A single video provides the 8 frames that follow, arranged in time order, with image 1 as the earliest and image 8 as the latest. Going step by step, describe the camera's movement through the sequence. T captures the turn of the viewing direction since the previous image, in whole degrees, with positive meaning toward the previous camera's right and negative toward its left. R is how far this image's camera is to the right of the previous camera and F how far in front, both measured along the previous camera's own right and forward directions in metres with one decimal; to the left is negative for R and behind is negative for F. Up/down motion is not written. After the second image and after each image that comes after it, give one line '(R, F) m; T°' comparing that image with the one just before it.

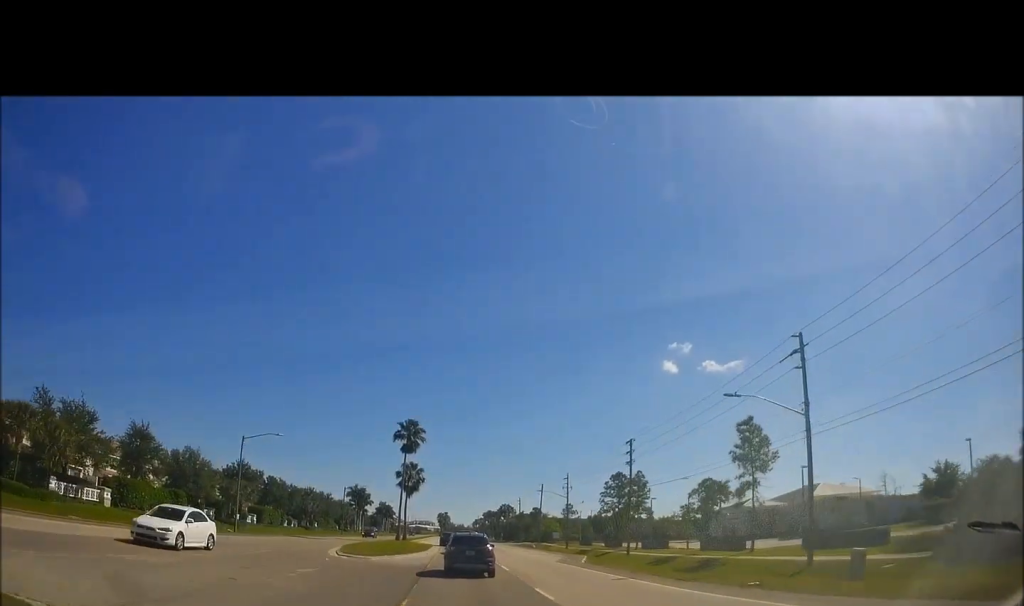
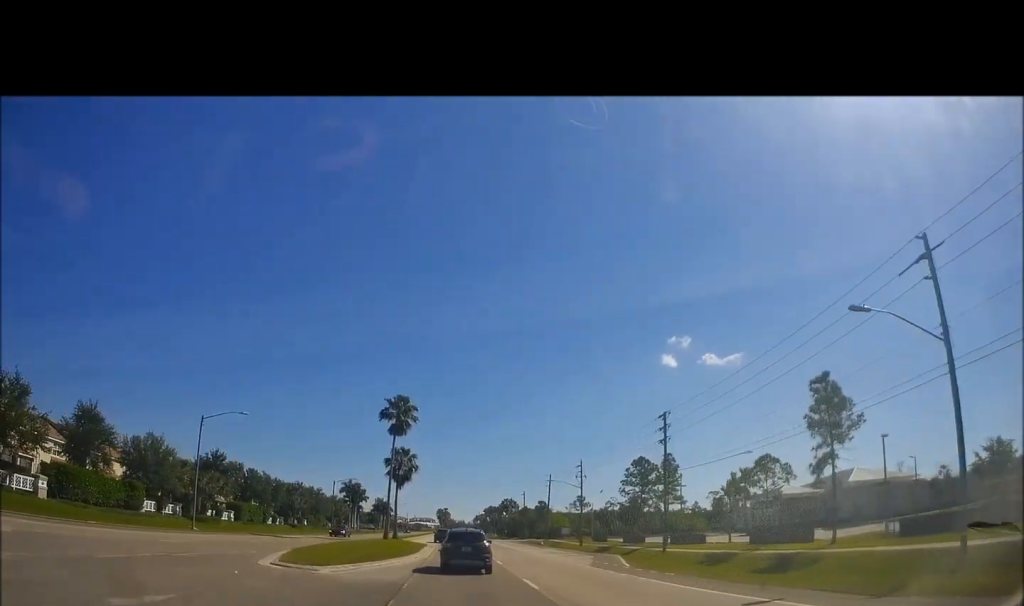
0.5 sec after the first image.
(-0.1, +10.6) m; 0°
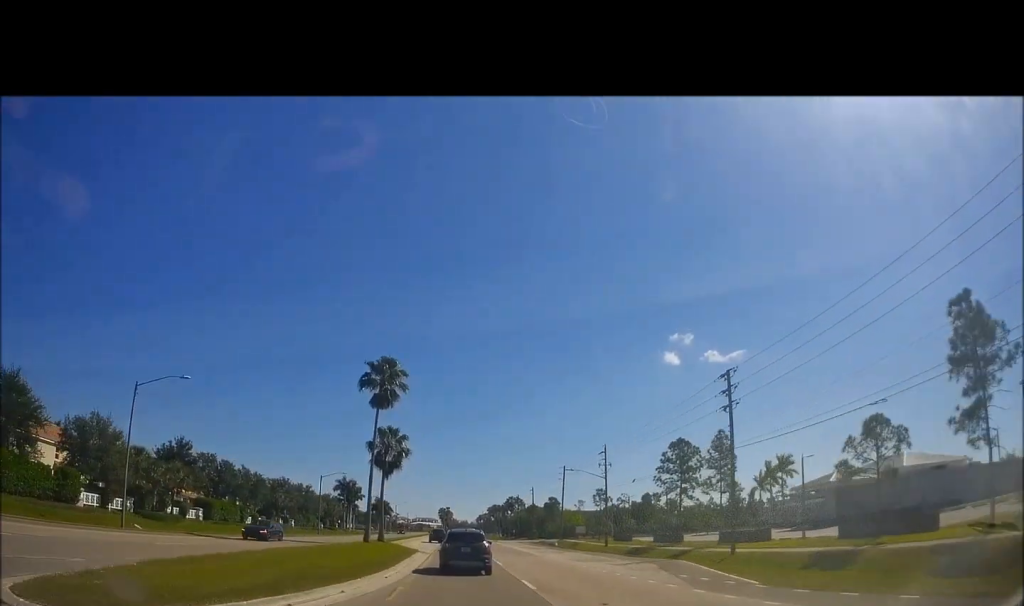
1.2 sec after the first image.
(+0.1, +12.4) m; 0°
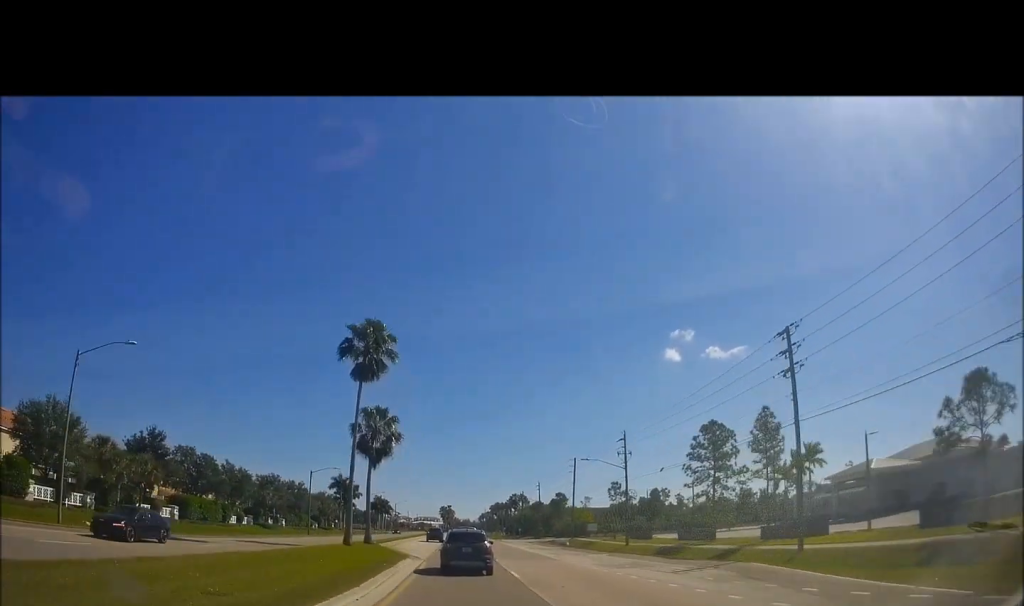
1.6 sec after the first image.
(0.0, +7.8) m; 0°
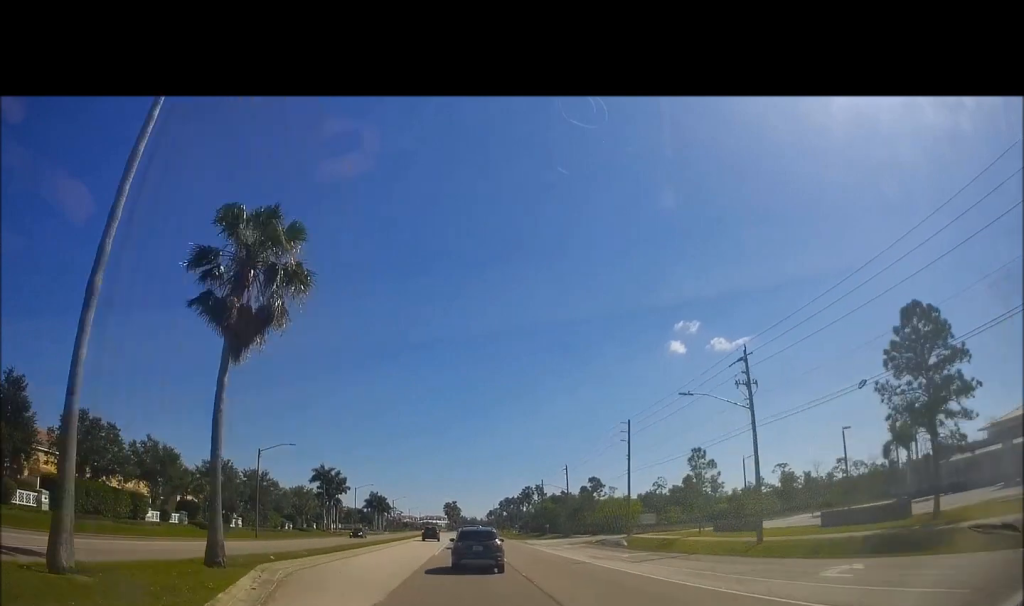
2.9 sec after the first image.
(0.0, +26.4) m; -2°
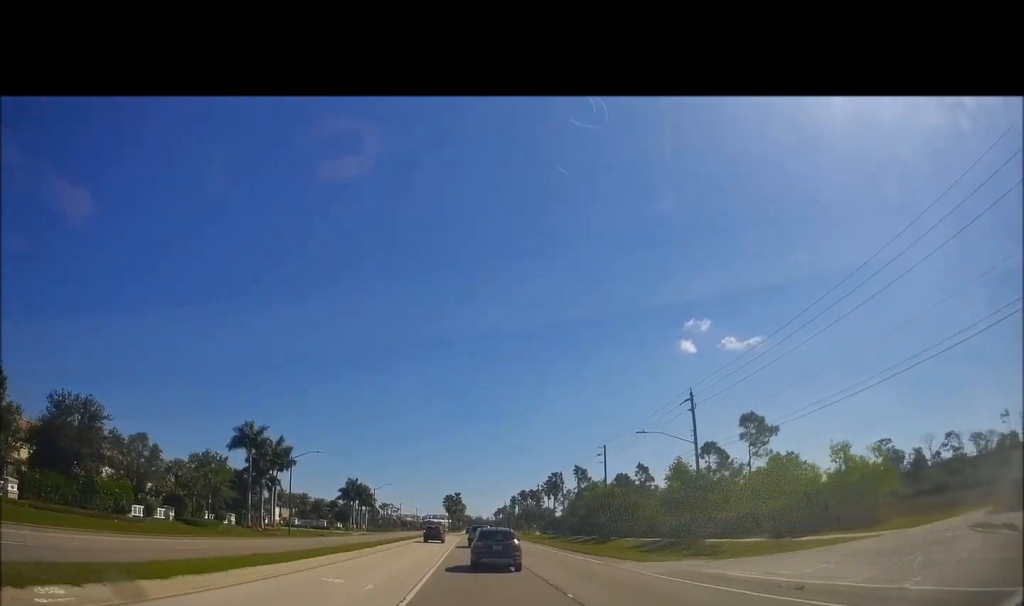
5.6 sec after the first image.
(-0.9, +51.0) m; -1°
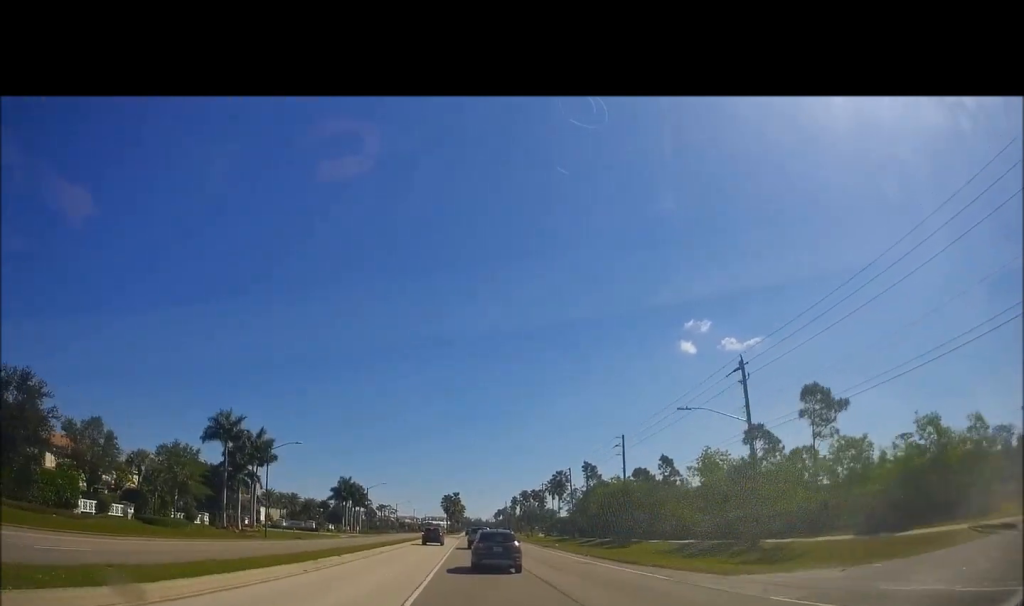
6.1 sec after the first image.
(-0.6, +8.9) m; 0°
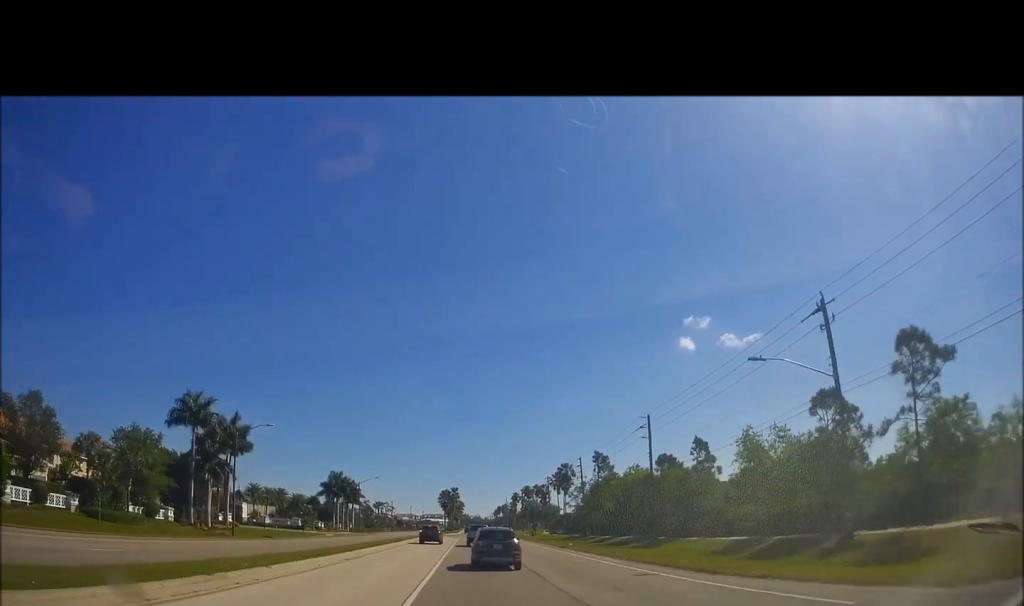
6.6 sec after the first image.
(+0.1, +9.5) m; +1°
